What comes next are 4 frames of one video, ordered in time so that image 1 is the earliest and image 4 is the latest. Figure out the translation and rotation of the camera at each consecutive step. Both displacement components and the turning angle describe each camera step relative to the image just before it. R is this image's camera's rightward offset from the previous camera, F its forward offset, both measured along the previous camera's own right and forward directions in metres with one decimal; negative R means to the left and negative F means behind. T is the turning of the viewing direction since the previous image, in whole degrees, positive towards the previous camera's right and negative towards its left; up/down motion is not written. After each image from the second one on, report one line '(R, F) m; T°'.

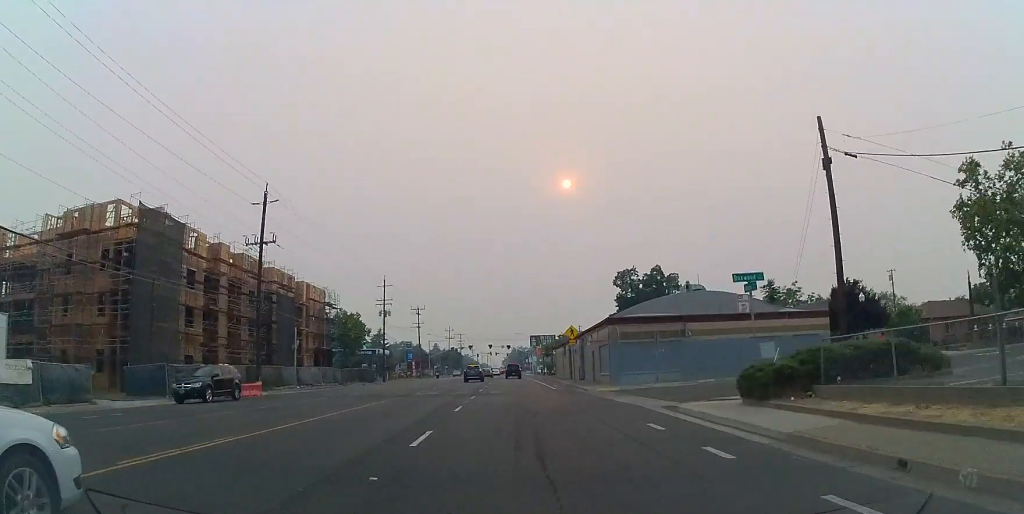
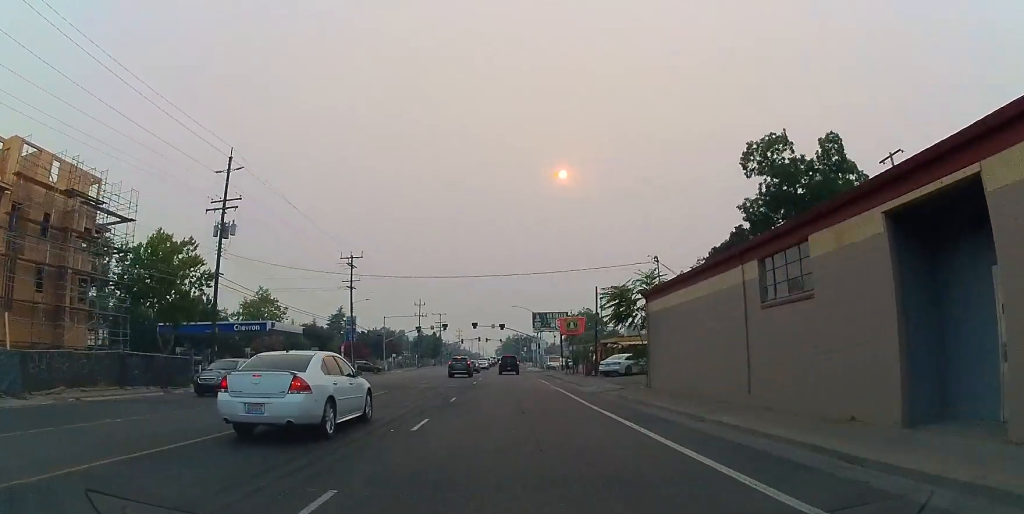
(-1.1, +50.2) m; +1°
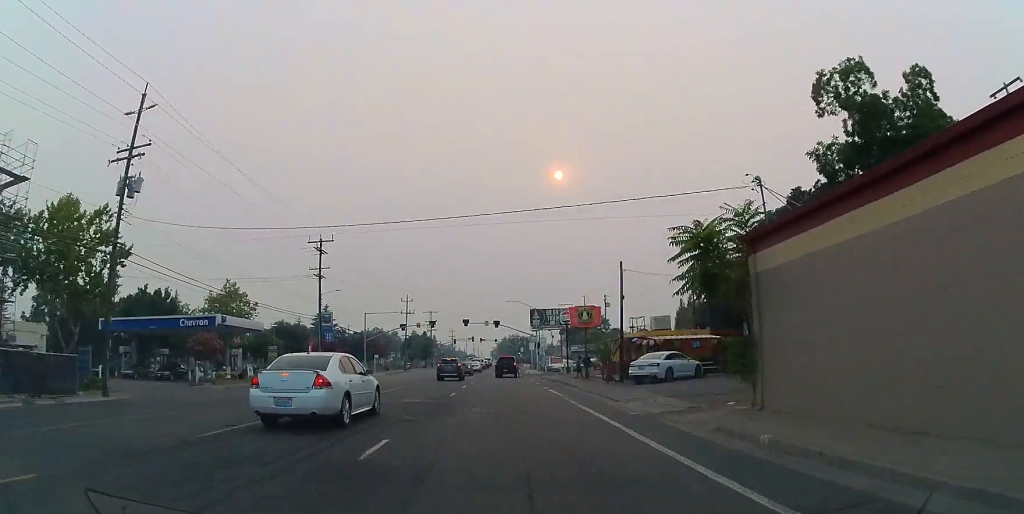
(+0.2, +11.2) m; +2°
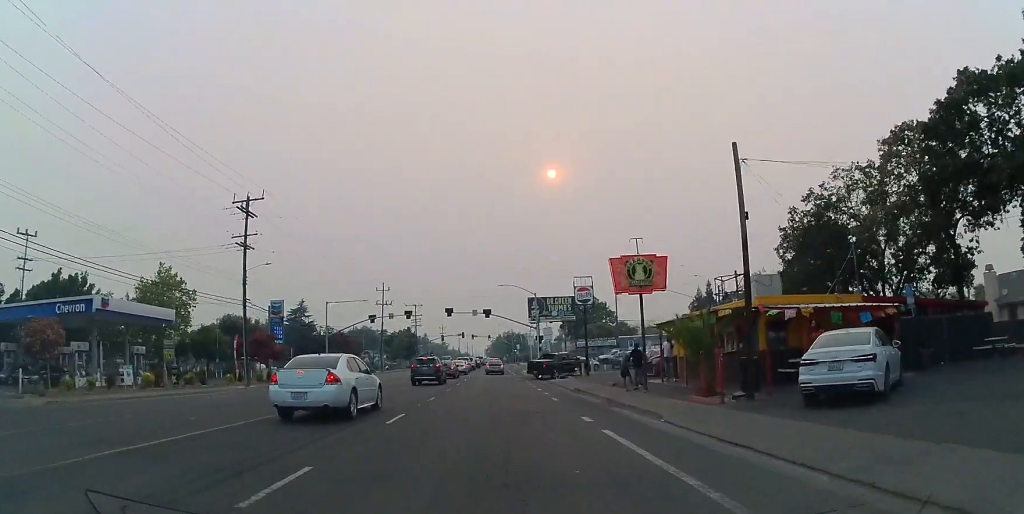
(+0.5, +17.3) m; +2°
